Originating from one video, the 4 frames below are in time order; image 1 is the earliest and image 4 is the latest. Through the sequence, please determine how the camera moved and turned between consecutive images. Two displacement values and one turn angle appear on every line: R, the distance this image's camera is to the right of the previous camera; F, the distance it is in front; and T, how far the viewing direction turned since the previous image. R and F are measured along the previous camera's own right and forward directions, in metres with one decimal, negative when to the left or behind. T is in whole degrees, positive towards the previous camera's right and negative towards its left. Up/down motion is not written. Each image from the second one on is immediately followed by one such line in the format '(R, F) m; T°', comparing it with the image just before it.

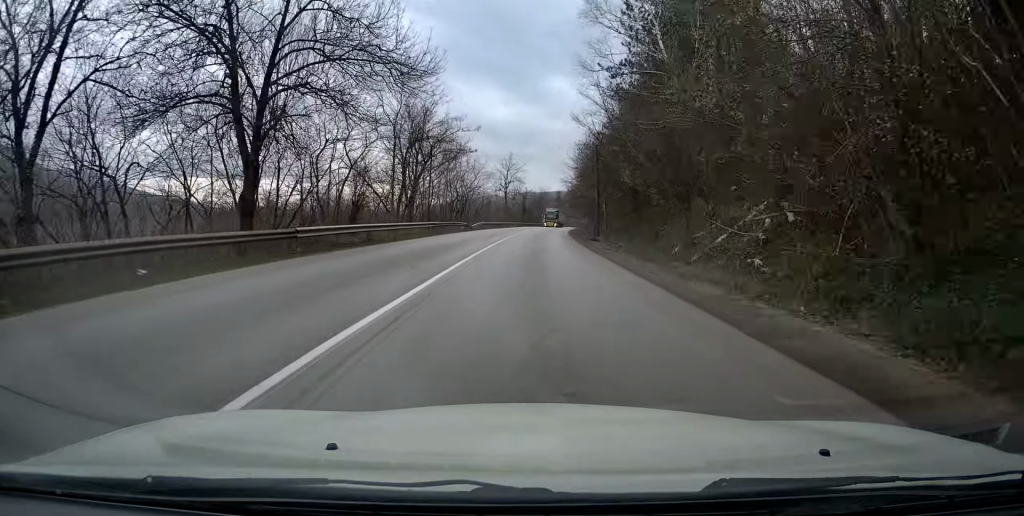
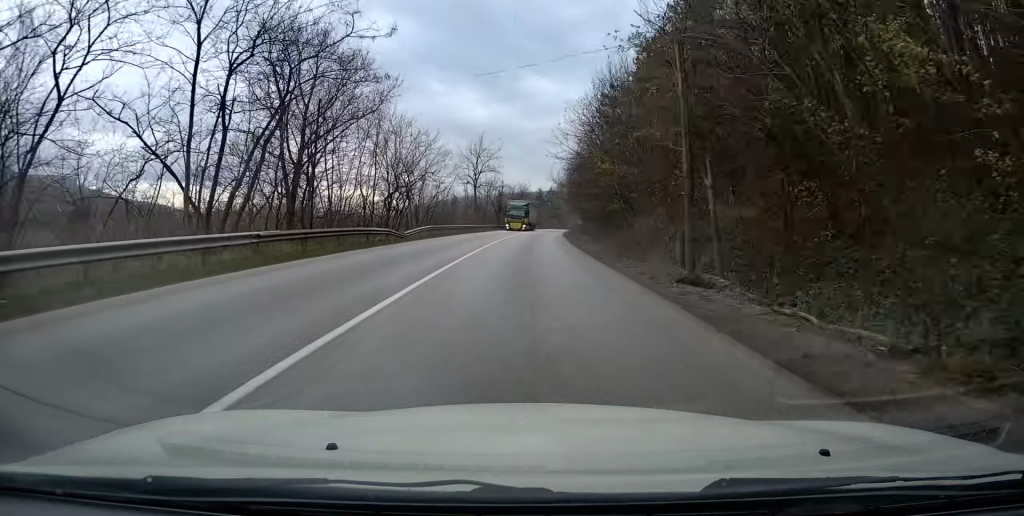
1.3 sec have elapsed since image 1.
(+0.3, +24.4) m; +2°
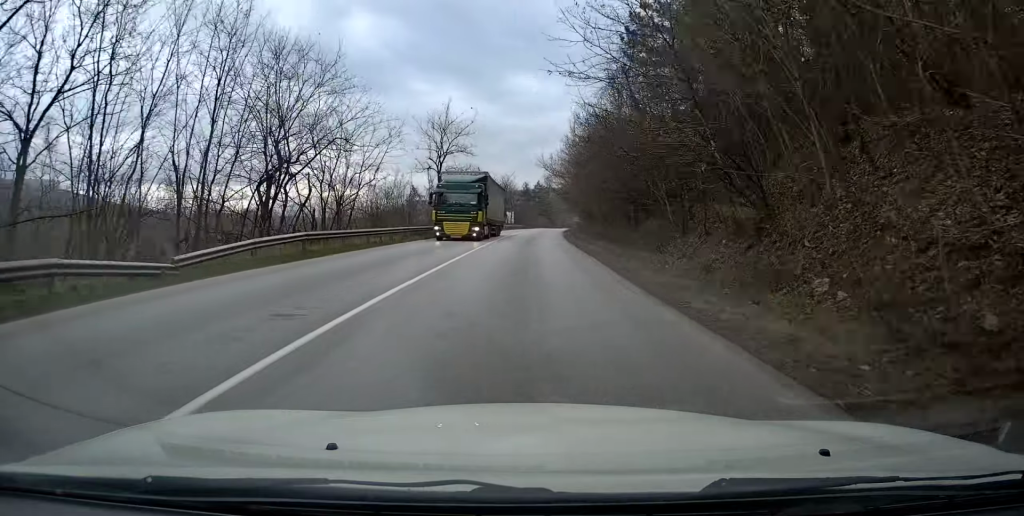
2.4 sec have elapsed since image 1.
(+0.4, +21.7) m; +2°
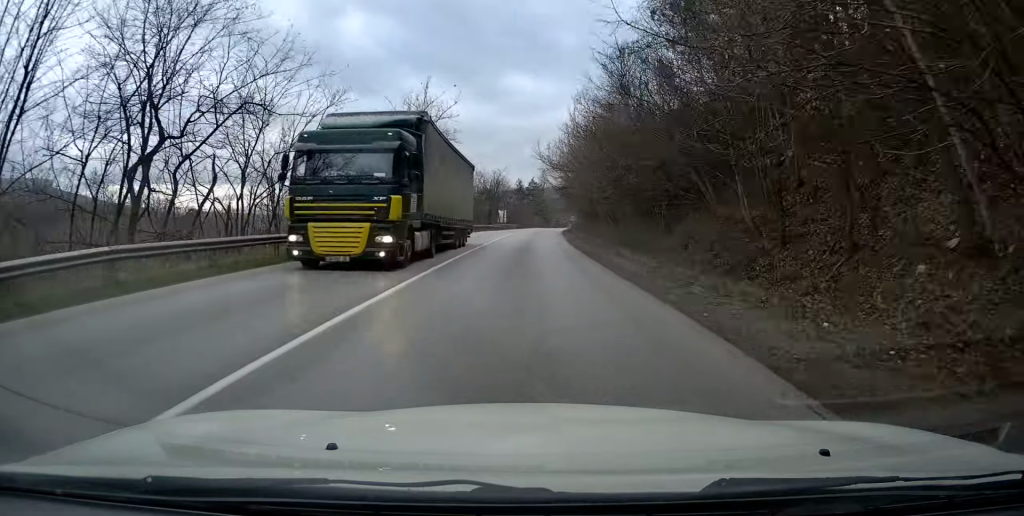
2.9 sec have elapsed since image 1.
(+0.1, +9.6) m; 0°
